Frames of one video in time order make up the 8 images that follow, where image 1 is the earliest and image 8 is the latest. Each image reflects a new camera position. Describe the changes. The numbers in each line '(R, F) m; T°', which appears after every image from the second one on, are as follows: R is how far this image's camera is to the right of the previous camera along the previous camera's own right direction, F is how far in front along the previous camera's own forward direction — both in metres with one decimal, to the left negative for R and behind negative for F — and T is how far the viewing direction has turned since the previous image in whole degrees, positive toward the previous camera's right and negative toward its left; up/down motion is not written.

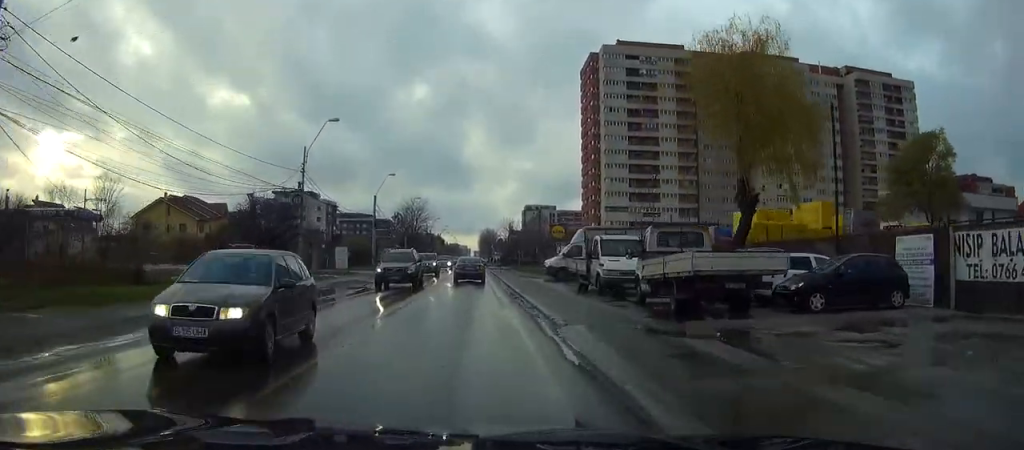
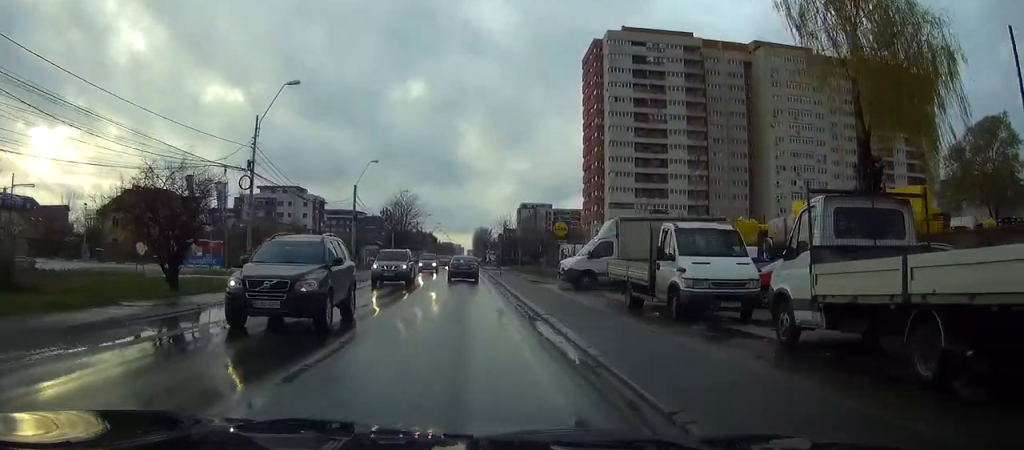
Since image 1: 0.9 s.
(-0.1, +10.3) m; 0°
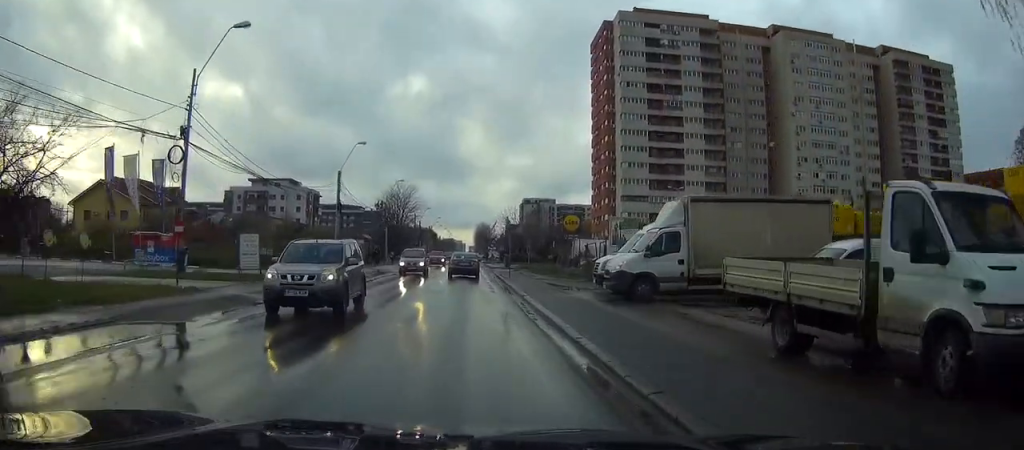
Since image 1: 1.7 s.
(0.0, +9.7) m; 0°
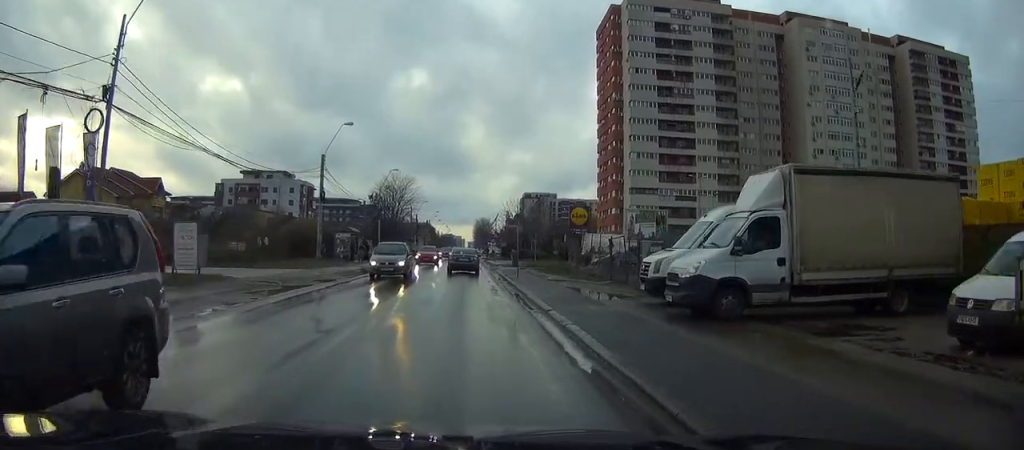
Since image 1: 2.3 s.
(+0.1, +7.1) m; +1°
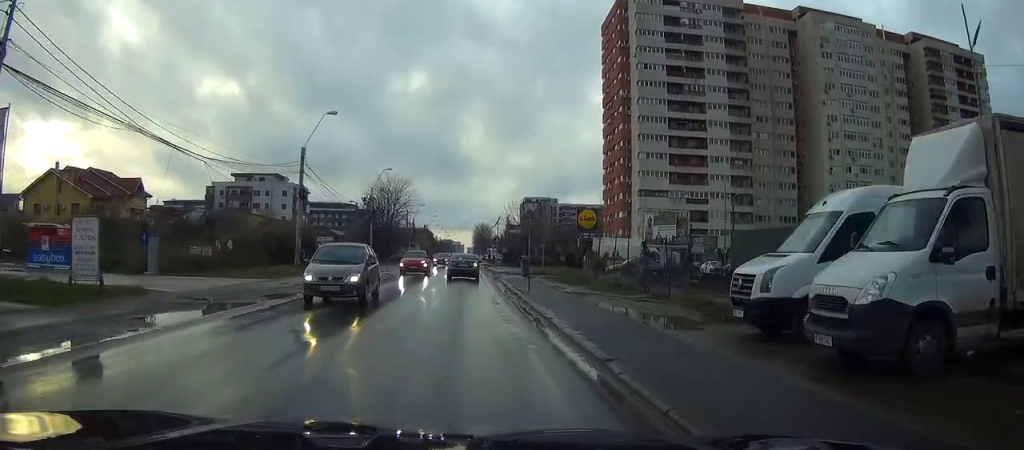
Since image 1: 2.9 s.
(0.0, +6.7) m; 0°
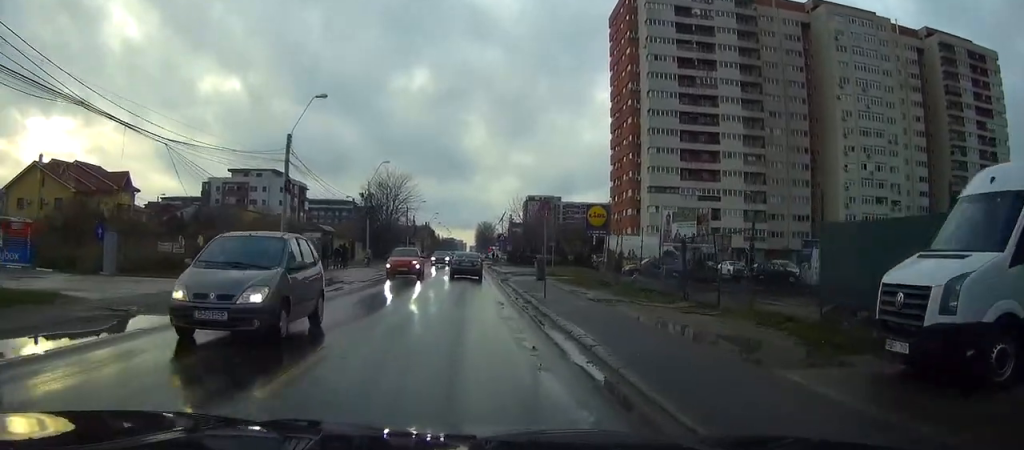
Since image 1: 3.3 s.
(0.0, +4.8) m; 0°
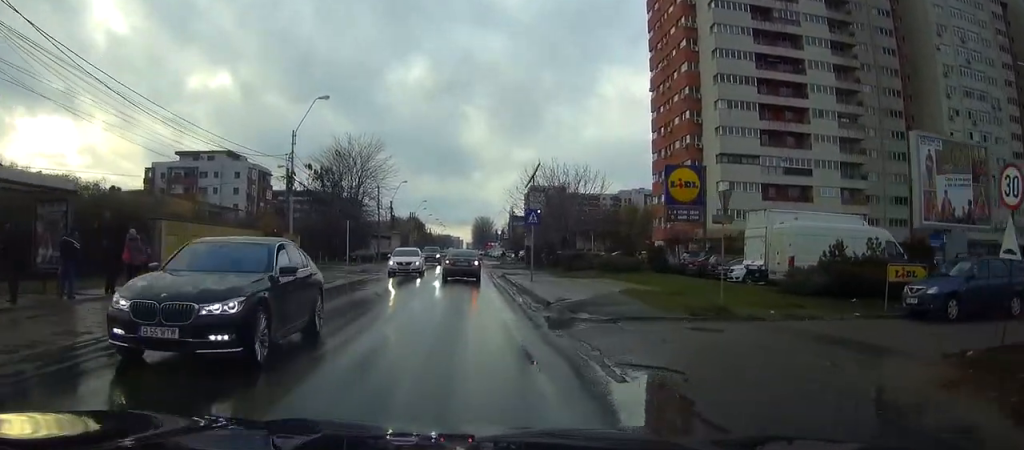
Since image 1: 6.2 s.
(-0.1, +33.5) m; 0°
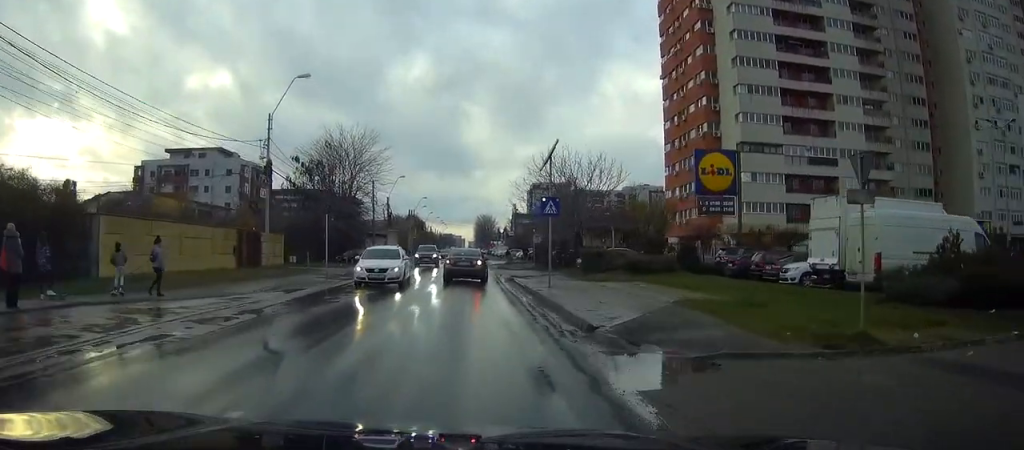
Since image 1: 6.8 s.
(0.0, +6.0) m; 0°
